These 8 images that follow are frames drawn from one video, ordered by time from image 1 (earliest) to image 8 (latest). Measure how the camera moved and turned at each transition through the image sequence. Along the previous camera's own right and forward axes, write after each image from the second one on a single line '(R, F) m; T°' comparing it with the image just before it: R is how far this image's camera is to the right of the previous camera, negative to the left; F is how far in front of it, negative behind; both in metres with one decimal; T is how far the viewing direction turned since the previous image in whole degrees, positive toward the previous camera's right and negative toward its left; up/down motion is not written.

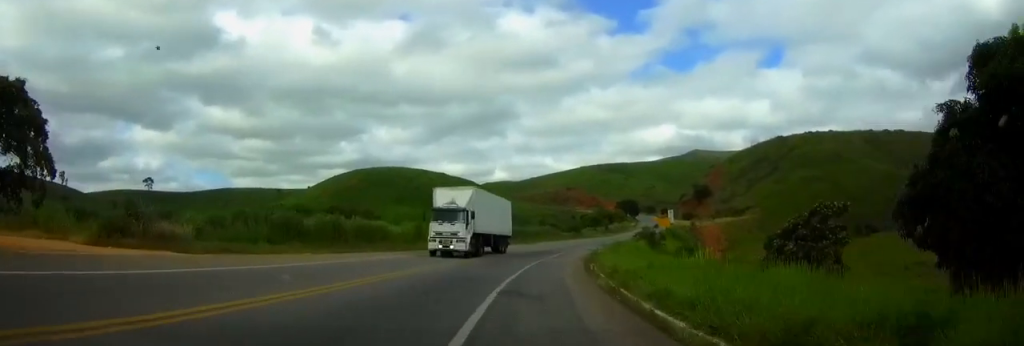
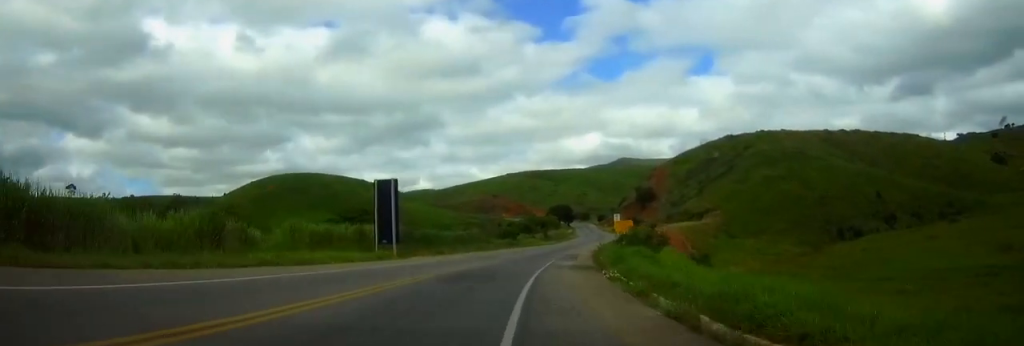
(+2.2, +36.2) m; +6°
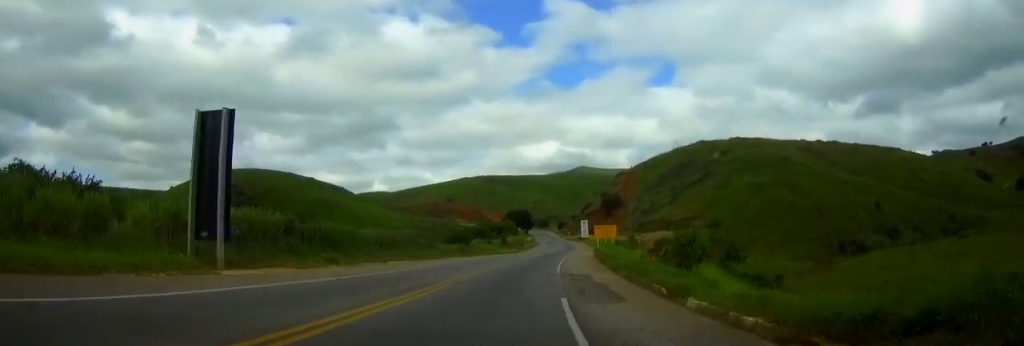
(+0.8, +27.5) m; +4°
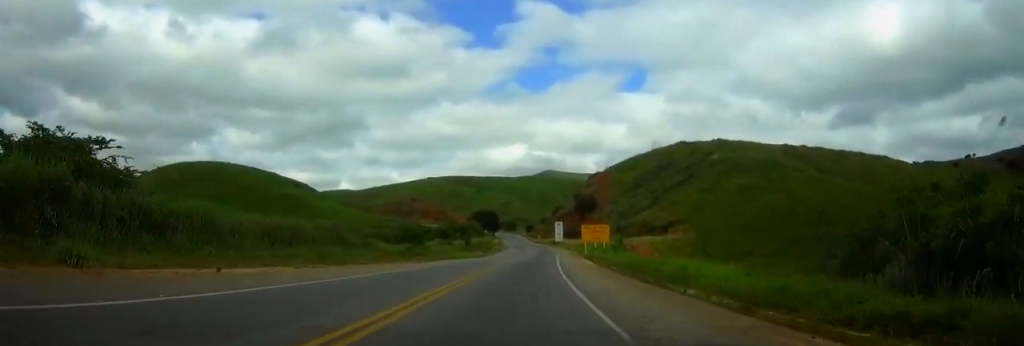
(+0.6, +22.5) m; +3°
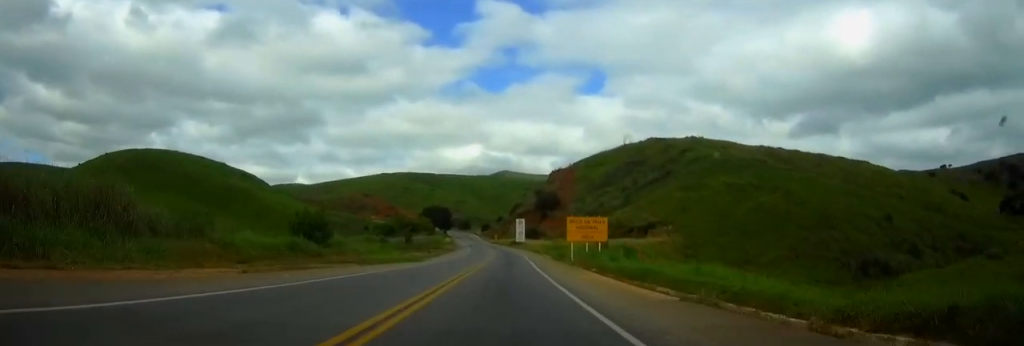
(+0.9, +27.8) m; +3°
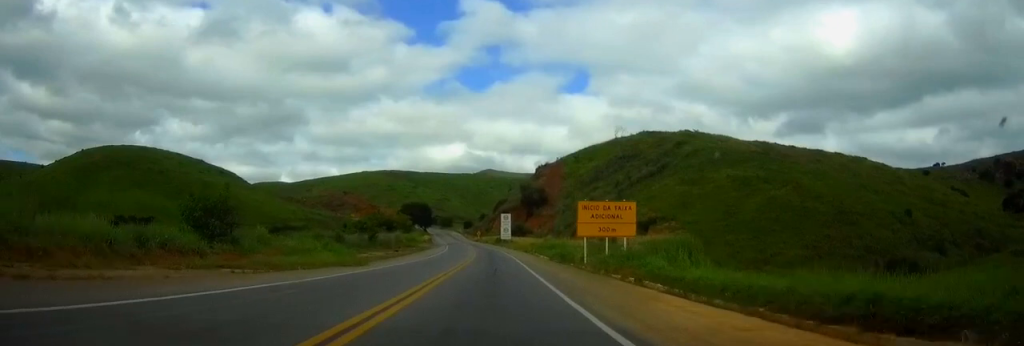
(+0.2, +17.4) m; +1°
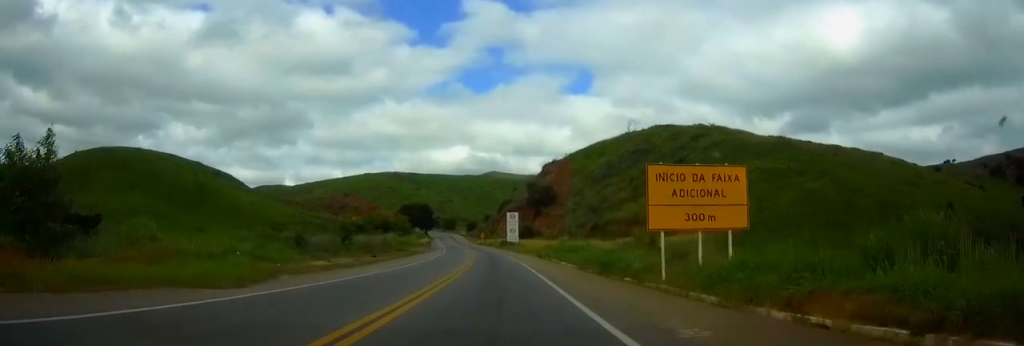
(+0.1, +17.4) m; 0°
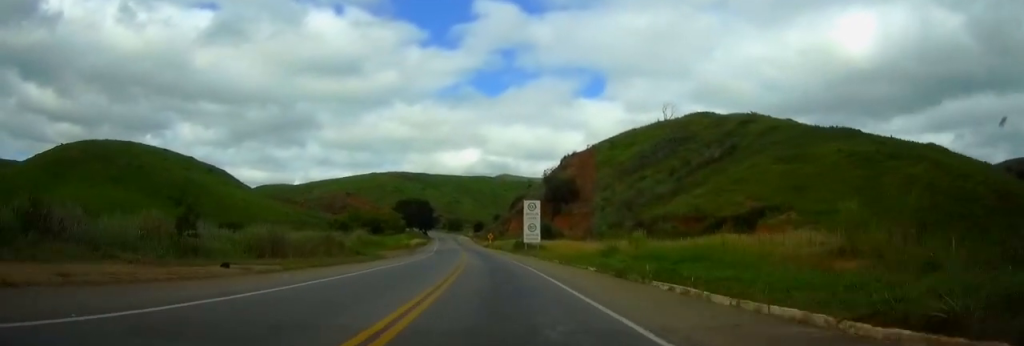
(-0.3, +37.5) m; -1°
